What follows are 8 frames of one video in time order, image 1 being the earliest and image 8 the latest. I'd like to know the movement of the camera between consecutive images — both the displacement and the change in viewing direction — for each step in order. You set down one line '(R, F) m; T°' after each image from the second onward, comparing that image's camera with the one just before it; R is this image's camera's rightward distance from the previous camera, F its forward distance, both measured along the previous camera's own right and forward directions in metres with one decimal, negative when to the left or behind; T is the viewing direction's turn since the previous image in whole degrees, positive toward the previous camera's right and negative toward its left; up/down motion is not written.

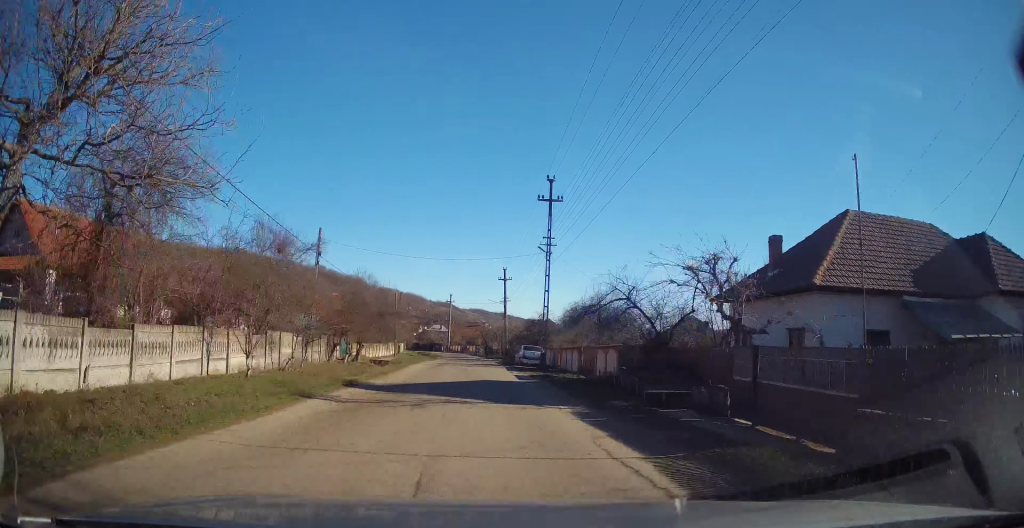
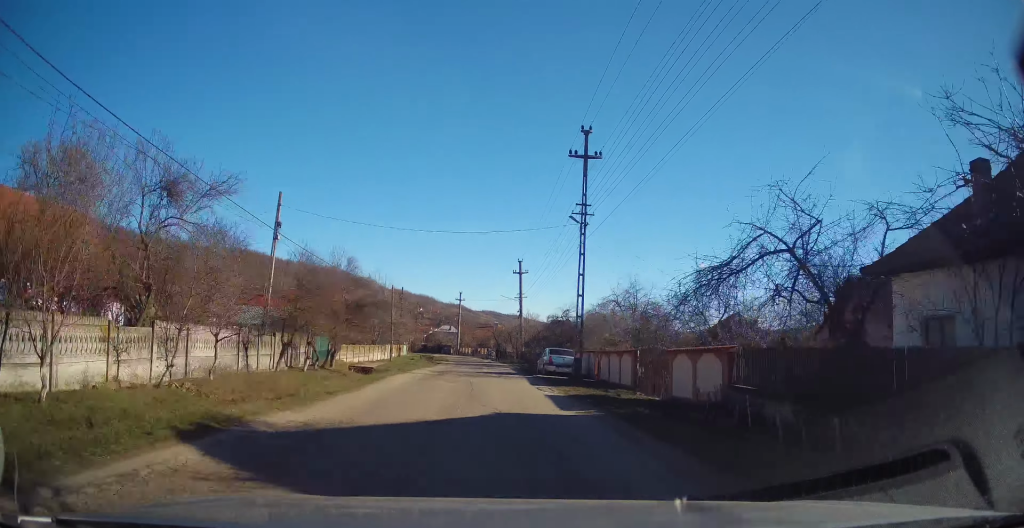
(+0.3, +8.8) m; -2°
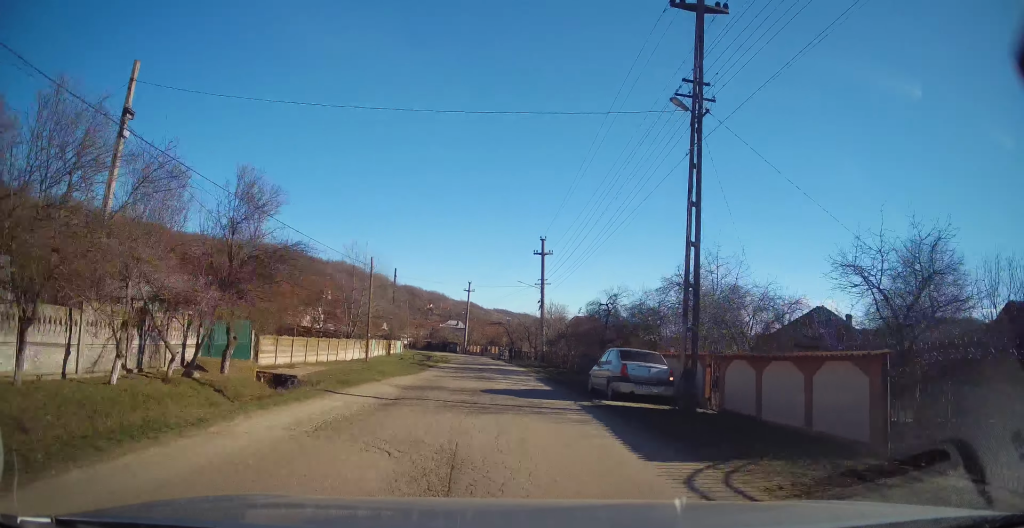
(-0.5, +12.9) m; -3°
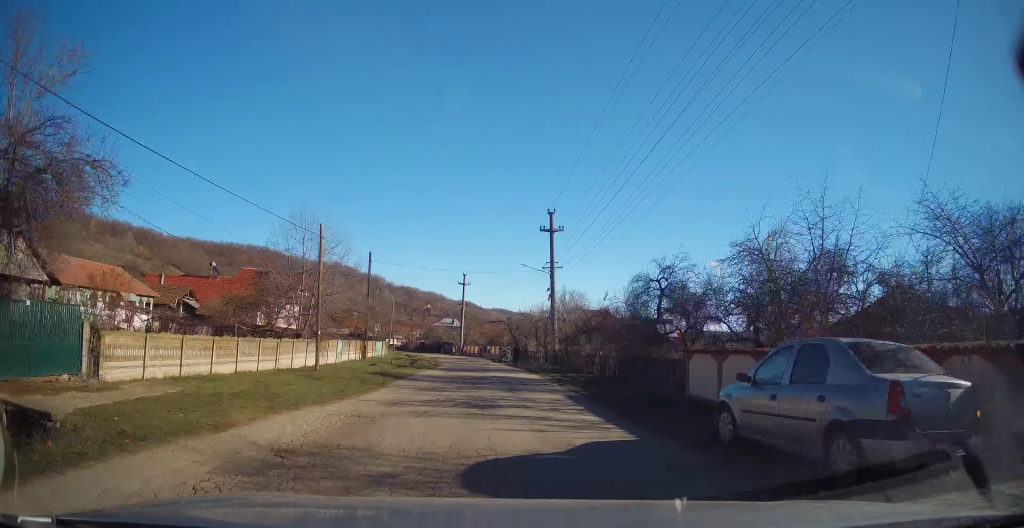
(-0.3, +9.9) m; -1°
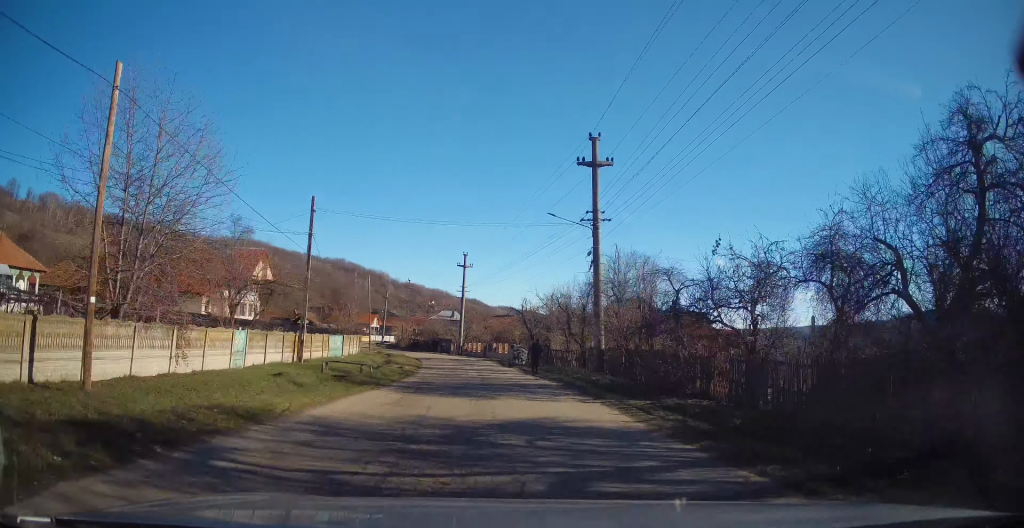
(+0.3, +15.3) m; 0°
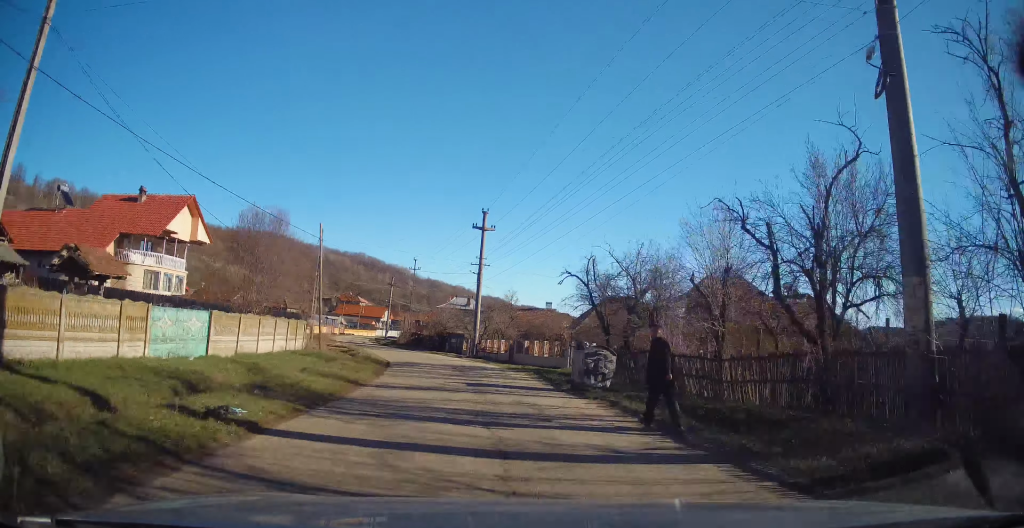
(-0.8, +19.7) m; -4°
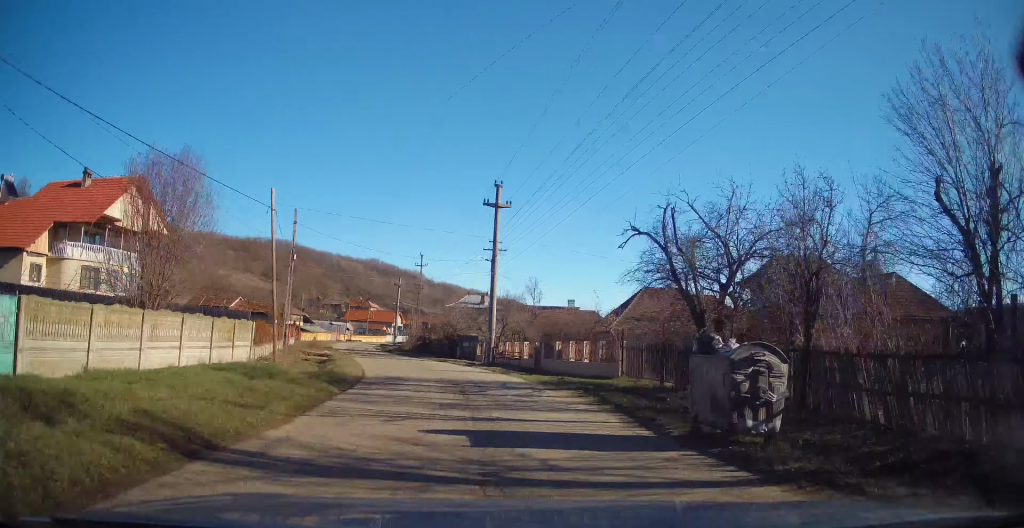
(-0.4, +8.4) m; -1°
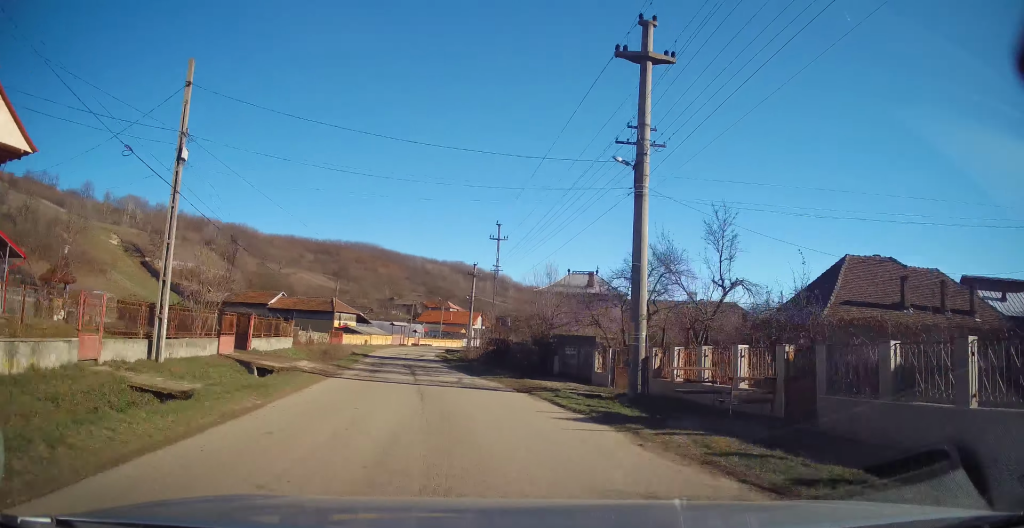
(-0.3, +19.9) m; -7°
